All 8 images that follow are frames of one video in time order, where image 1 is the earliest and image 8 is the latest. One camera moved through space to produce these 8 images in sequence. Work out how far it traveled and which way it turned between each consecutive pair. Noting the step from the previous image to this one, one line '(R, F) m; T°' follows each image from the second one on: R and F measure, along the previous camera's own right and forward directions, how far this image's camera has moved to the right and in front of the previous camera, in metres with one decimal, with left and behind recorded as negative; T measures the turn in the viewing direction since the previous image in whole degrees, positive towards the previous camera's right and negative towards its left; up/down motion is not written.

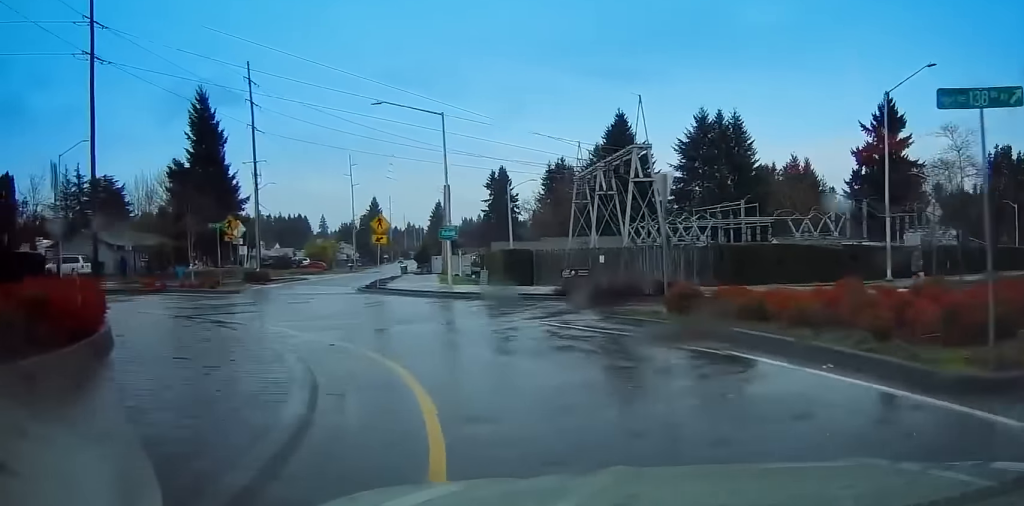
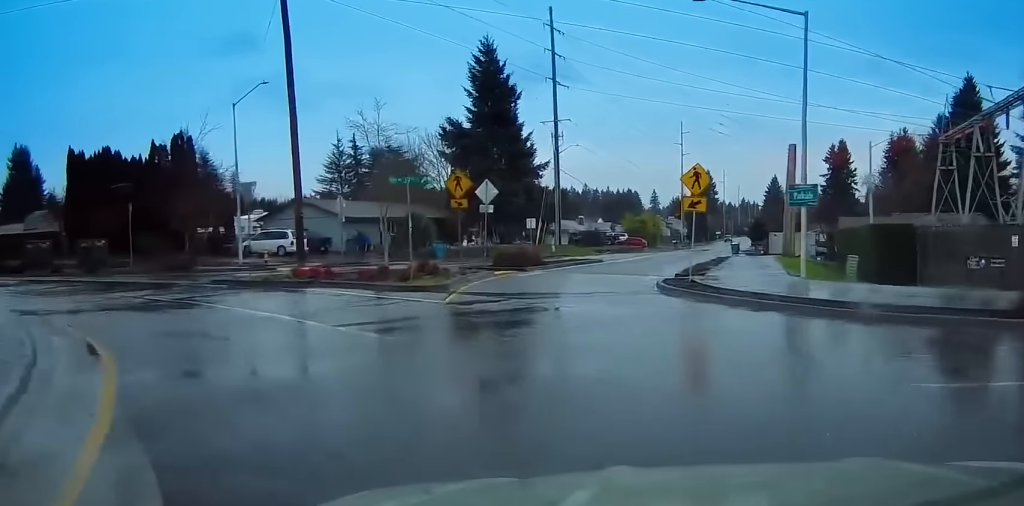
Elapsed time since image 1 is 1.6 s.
(-2.9, +13.9) m; -19°
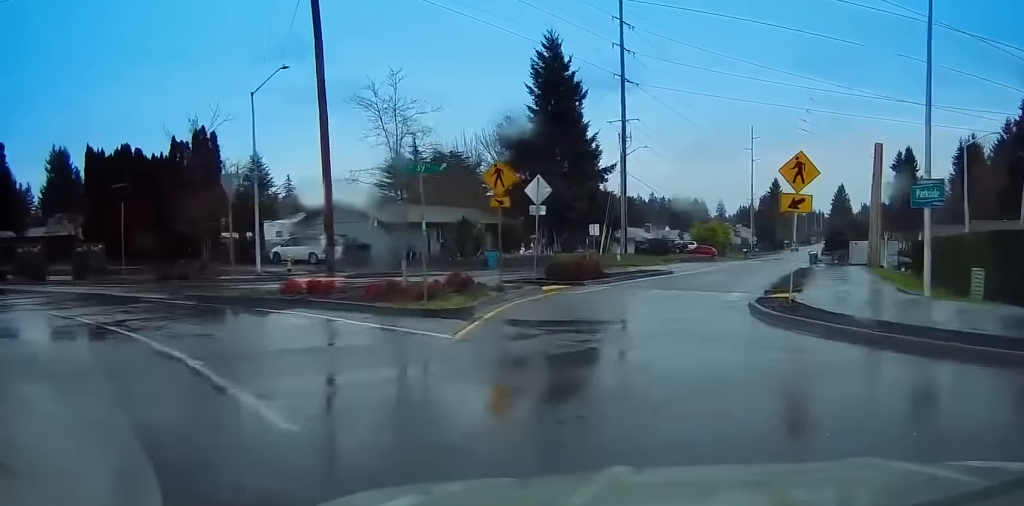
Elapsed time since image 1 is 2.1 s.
(-0.4, +6.3) m; -2°
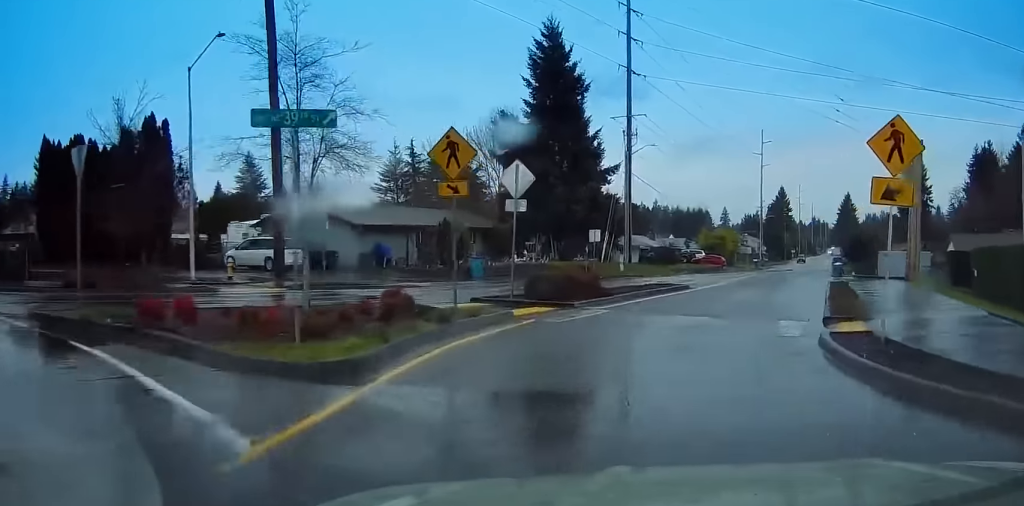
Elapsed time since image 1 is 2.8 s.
(0.0, +9.4) m; +2°
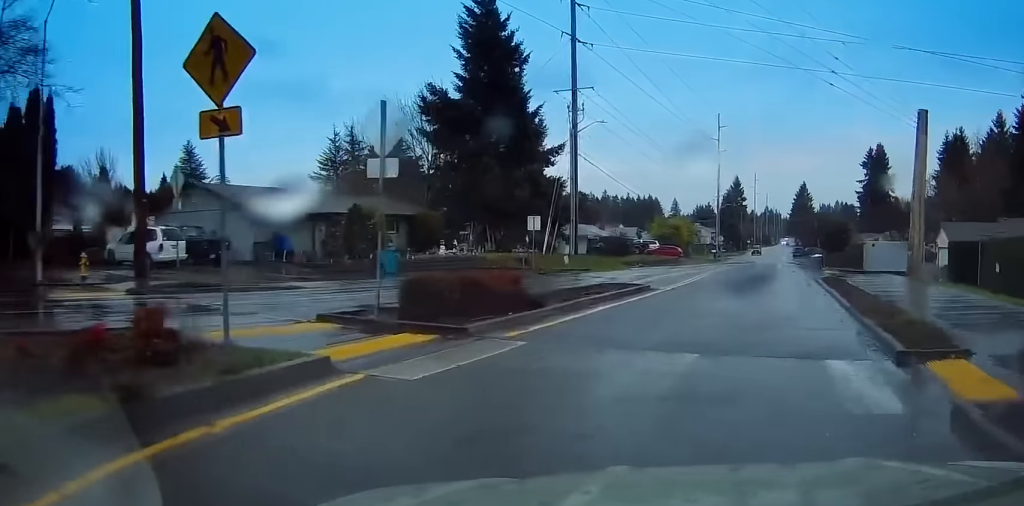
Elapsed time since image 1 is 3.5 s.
(+0.2, +11.3) m; +4°
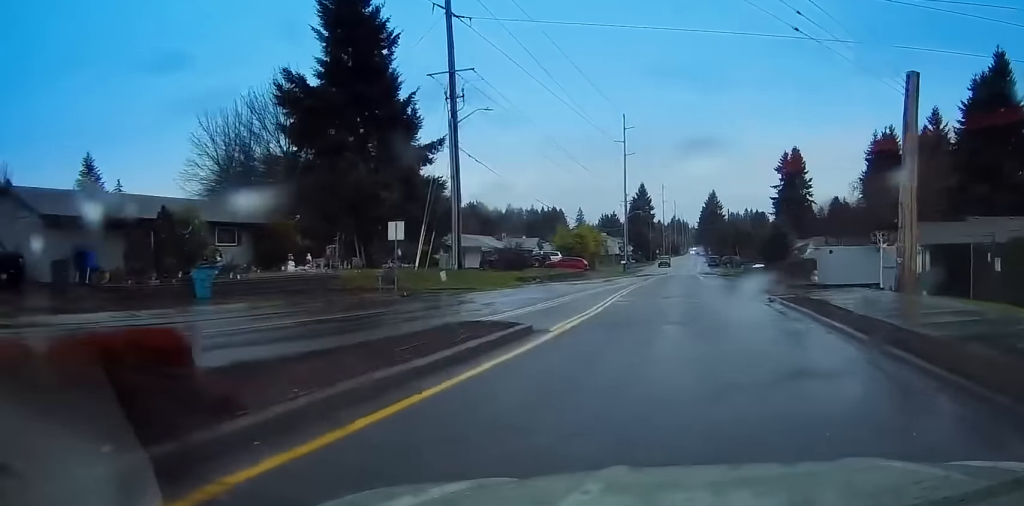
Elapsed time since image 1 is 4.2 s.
(+0.6, +13.9) m; +4°
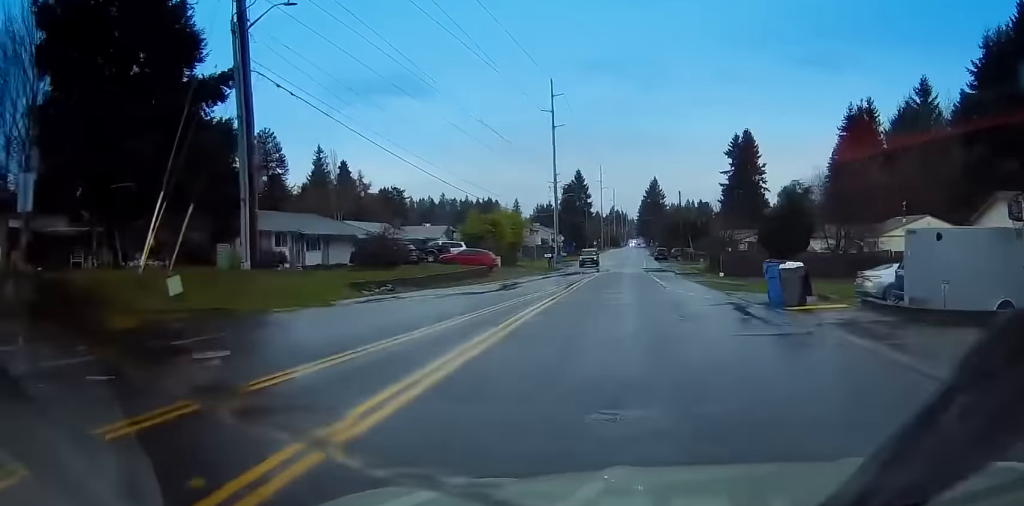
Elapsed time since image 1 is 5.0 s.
(+0.4, +15.9) m; +1°
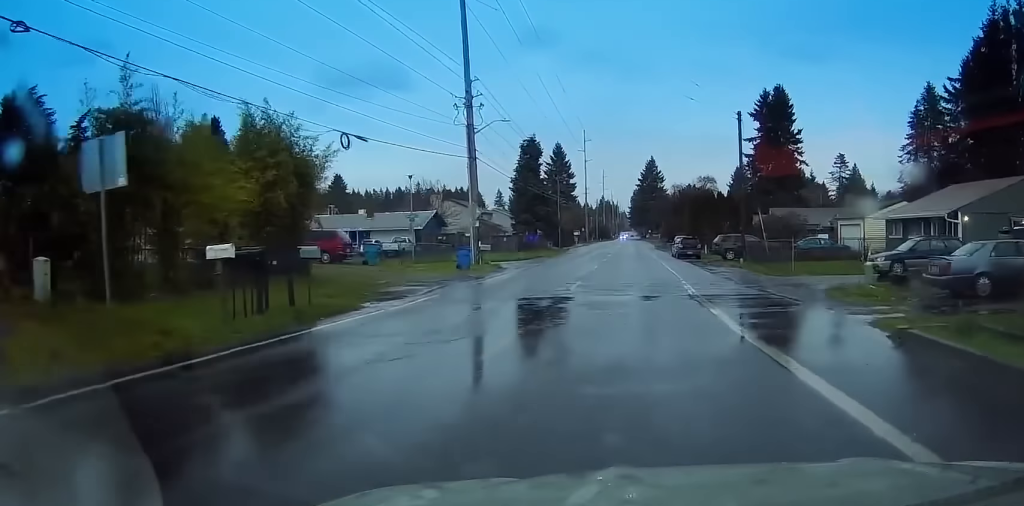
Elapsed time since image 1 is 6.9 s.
(+0.4, +35.9) m; +1°
